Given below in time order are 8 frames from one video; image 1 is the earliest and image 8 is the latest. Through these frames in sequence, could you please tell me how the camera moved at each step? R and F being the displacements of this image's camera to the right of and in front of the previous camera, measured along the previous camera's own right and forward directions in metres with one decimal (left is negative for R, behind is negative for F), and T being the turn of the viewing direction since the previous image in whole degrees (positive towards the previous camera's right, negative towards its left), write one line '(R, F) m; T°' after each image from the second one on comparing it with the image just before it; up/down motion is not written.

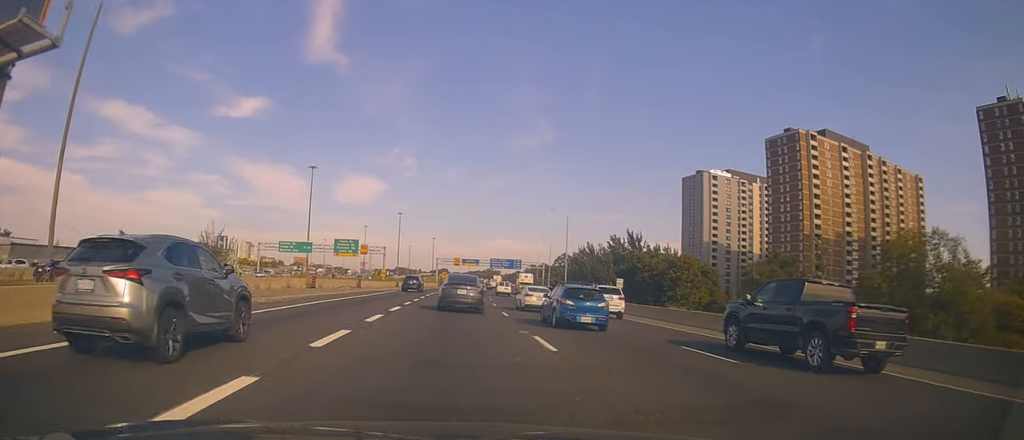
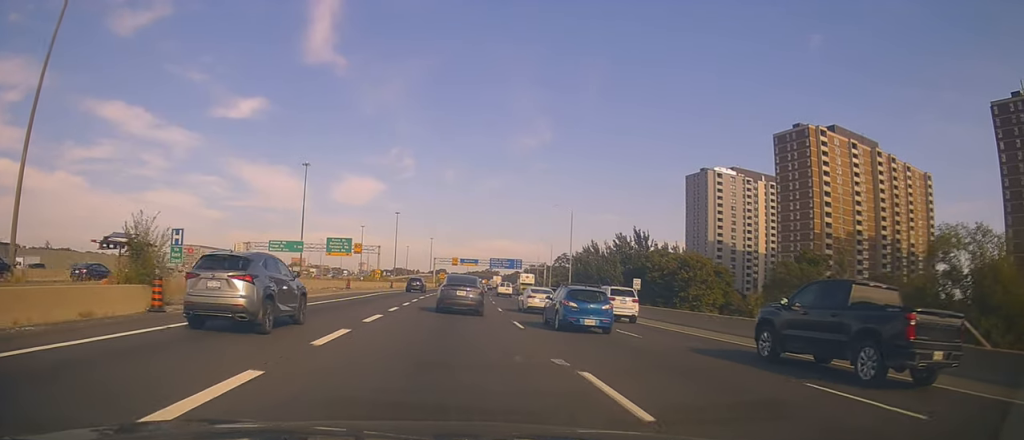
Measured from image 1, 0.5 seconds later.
(0.0, +6.2) m; 0°
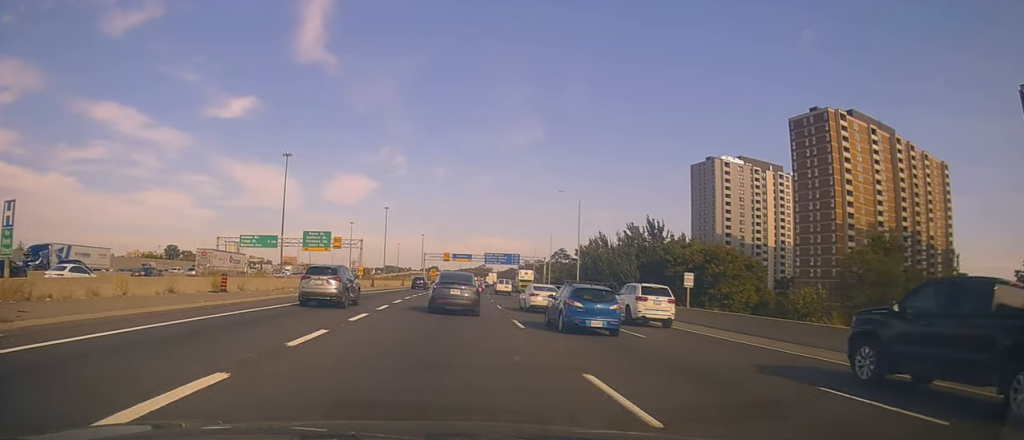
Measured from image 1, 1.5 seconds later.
(0.0, +13.4) m; +1°
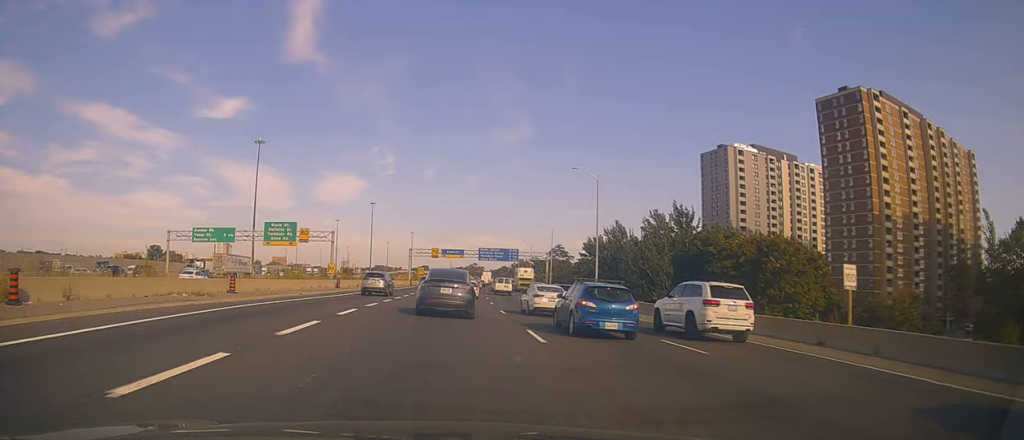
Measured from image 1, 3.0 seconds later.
(+0.6, +18.0) m; +1°
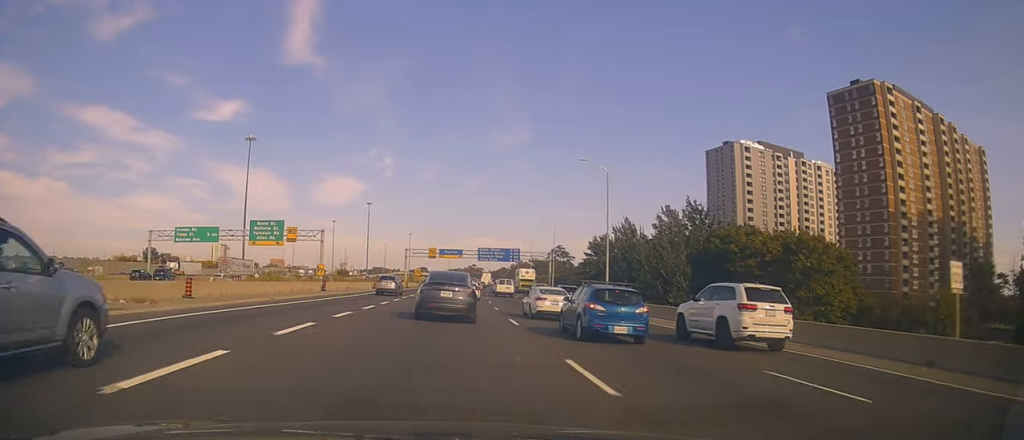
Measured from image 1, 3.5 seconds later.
(-0.2, +6.2) m; 0°
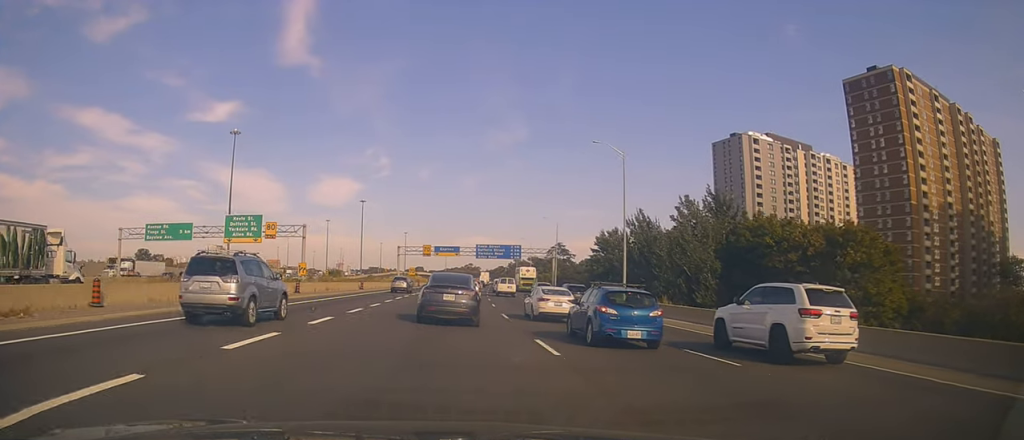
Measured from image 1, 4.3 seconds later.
(-0.2, +8.7) m; 0°
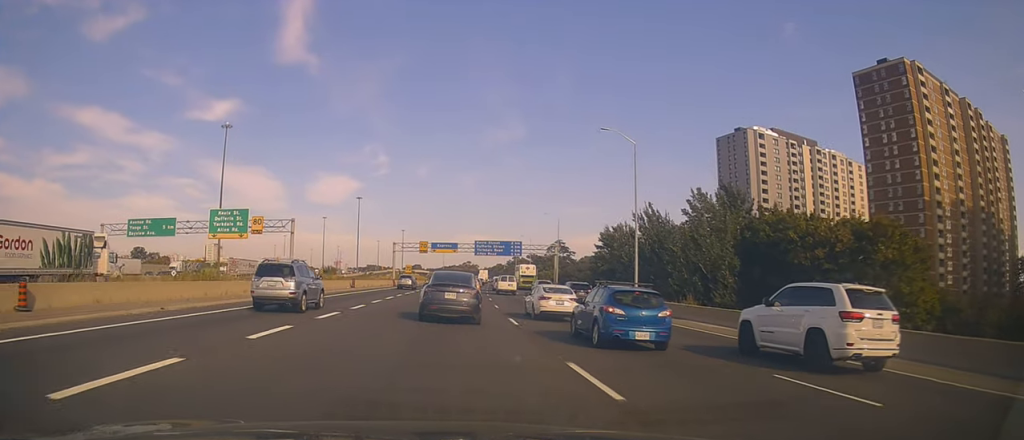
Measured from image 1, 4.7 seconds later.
(+0.2, +4.6) m; 0°
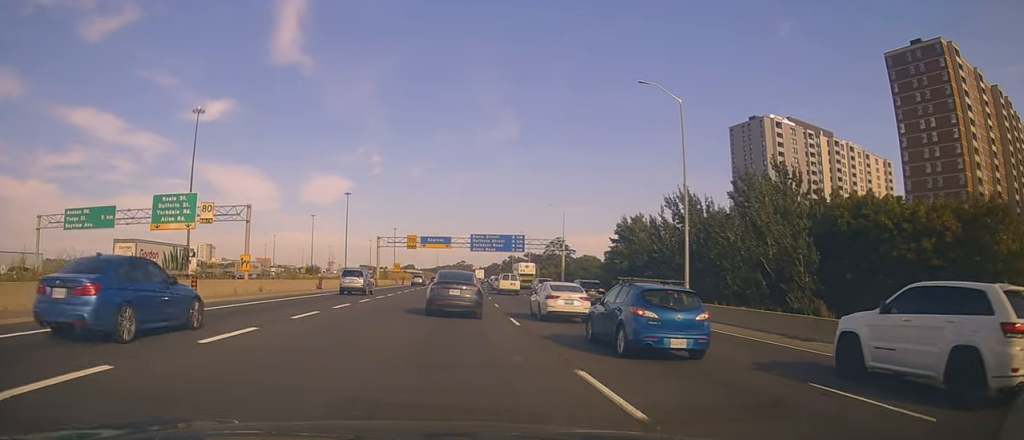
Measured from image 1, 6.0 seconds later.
(-0.3, +13.9) m; 0°
